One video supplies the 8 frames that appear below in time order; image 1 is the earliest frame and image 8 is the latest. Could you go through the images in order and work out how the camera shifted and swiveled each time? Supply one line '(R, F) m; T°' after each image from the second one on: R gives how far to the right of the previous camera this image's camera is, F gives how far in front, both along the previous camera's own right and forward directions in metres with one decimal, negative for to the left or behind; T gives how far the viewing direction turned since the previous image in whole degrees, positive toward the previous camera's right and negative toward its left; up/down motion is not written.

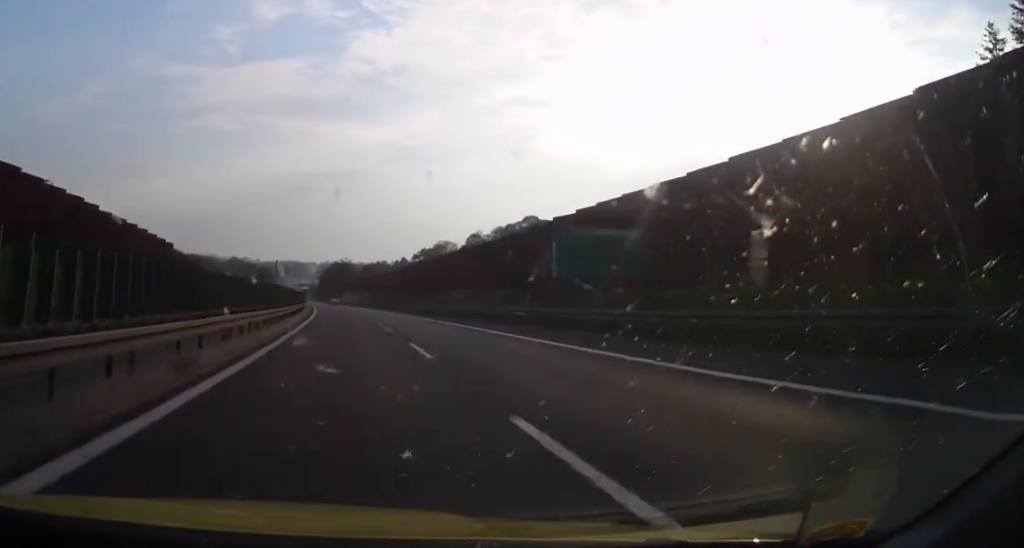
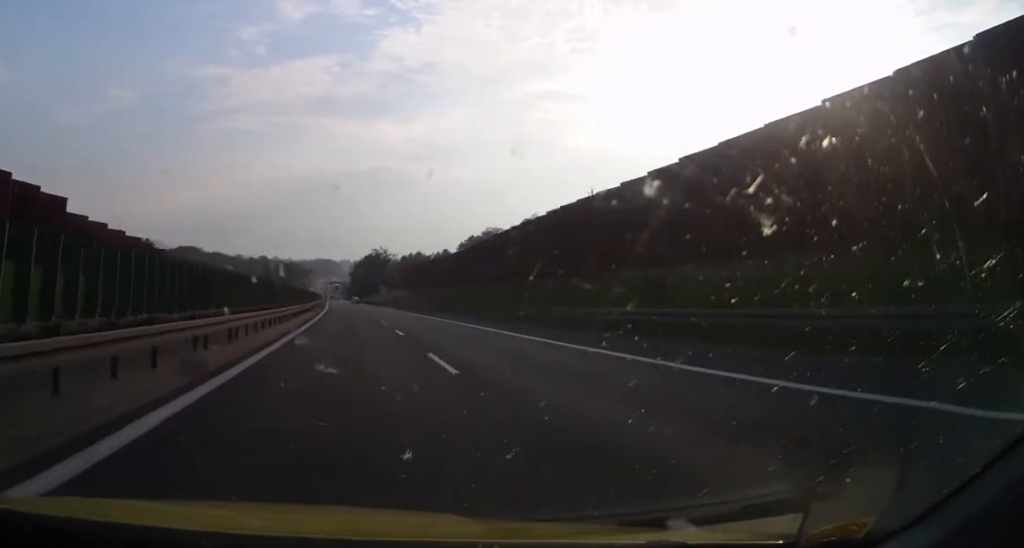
(-1.7, +49.5) m; -3°
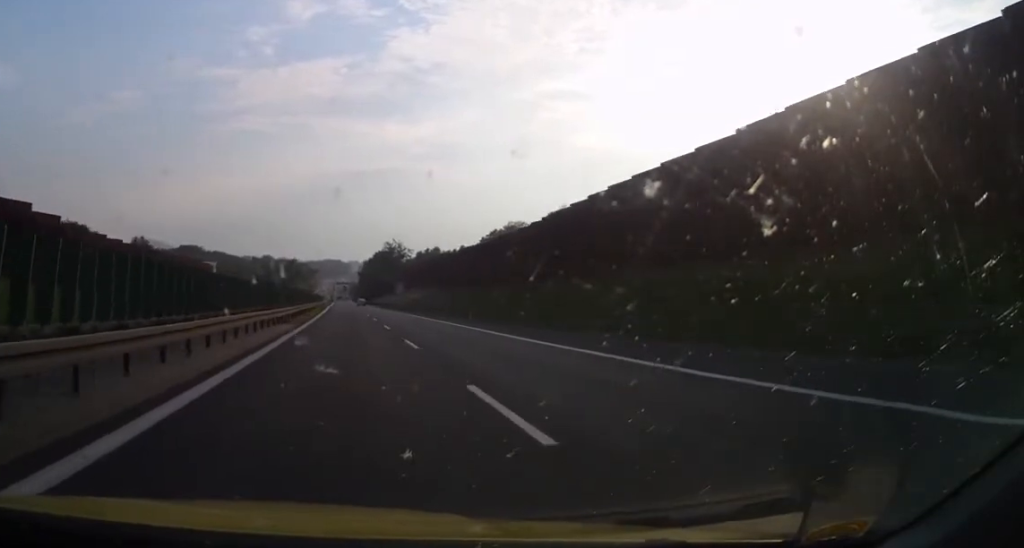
(-0.4, +29.1) m; -2°
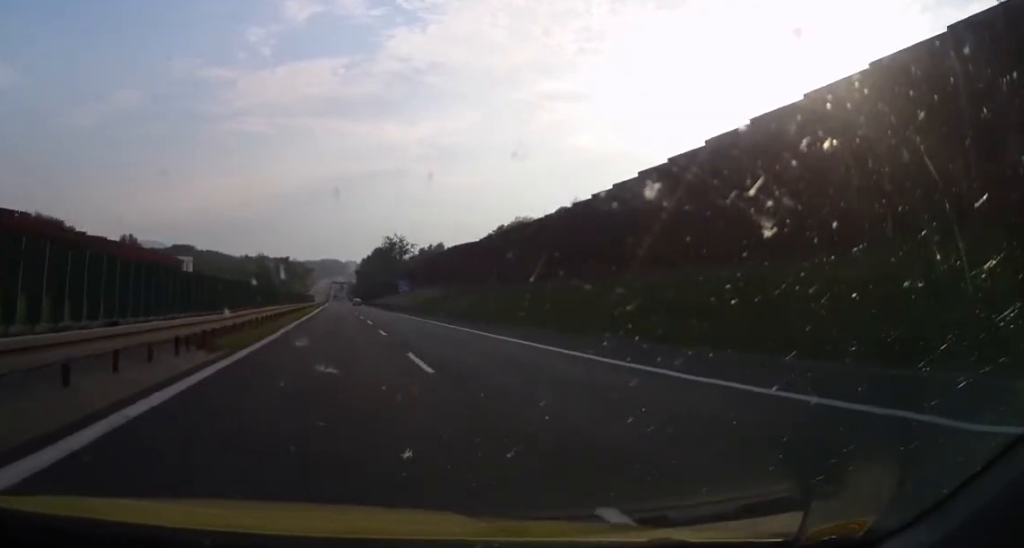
(0.0, +17.4) m; -1°
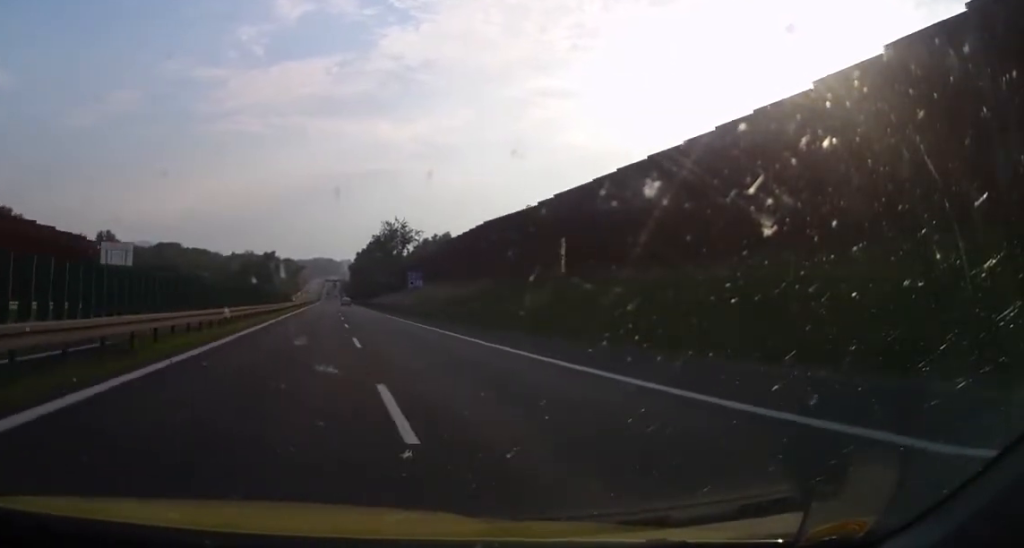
(-0.5, +29.3) m; -1°
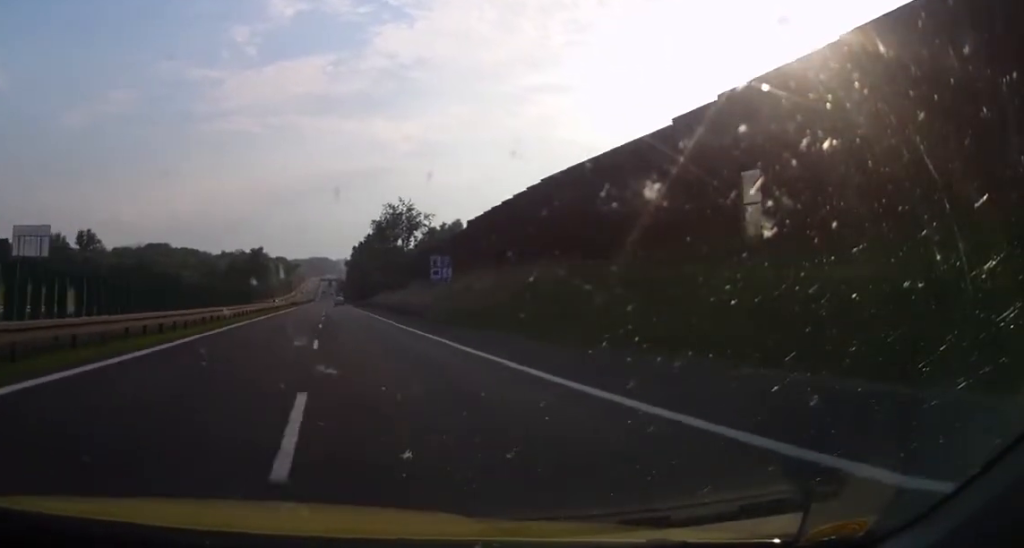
(0.0, +24.8) m; 0°
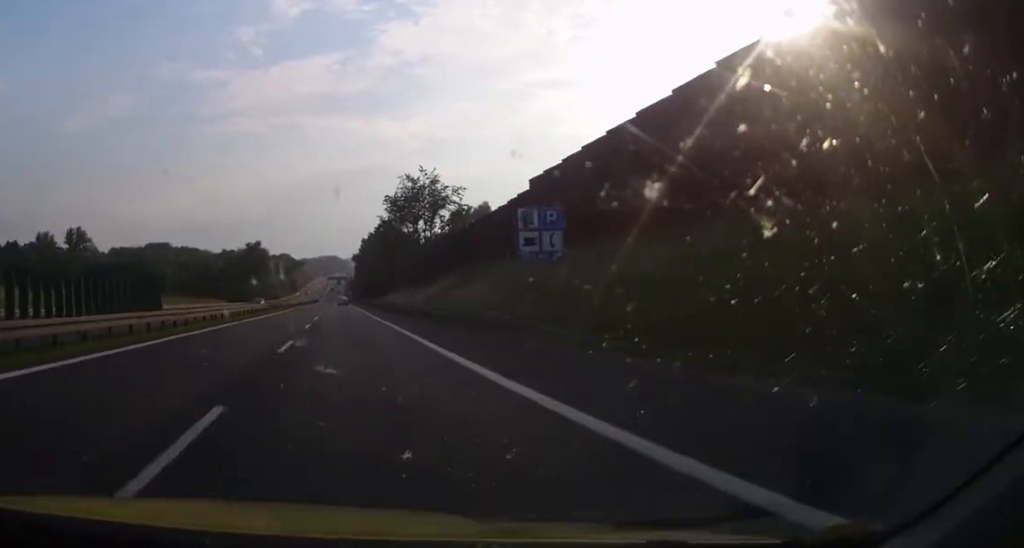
(0.0, +24.9) m; 0°
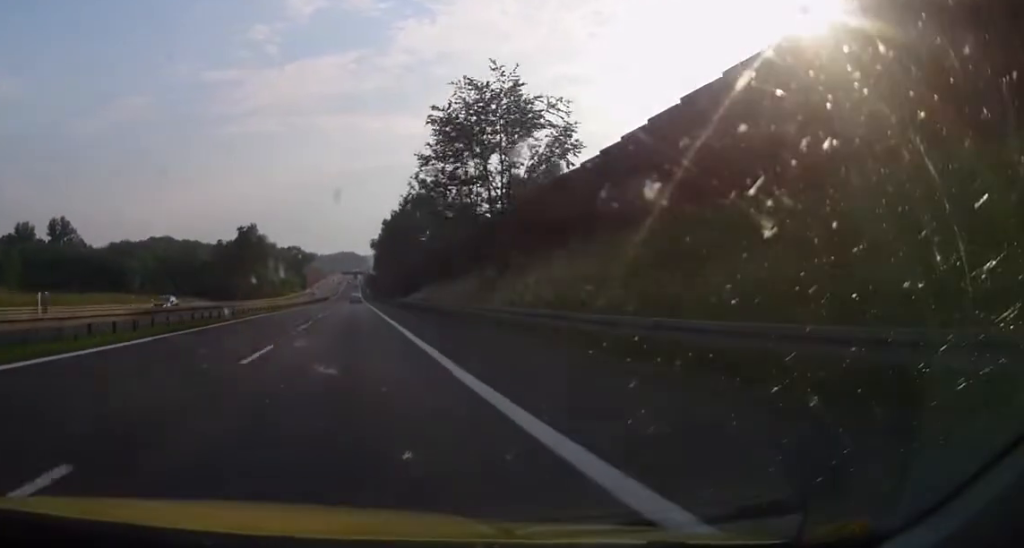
(-0.2, +39.3) m; -1°
